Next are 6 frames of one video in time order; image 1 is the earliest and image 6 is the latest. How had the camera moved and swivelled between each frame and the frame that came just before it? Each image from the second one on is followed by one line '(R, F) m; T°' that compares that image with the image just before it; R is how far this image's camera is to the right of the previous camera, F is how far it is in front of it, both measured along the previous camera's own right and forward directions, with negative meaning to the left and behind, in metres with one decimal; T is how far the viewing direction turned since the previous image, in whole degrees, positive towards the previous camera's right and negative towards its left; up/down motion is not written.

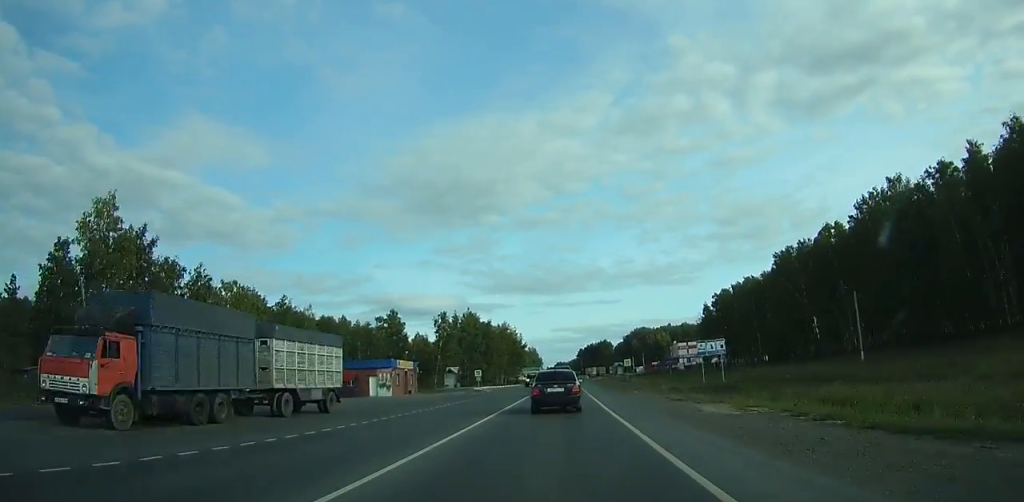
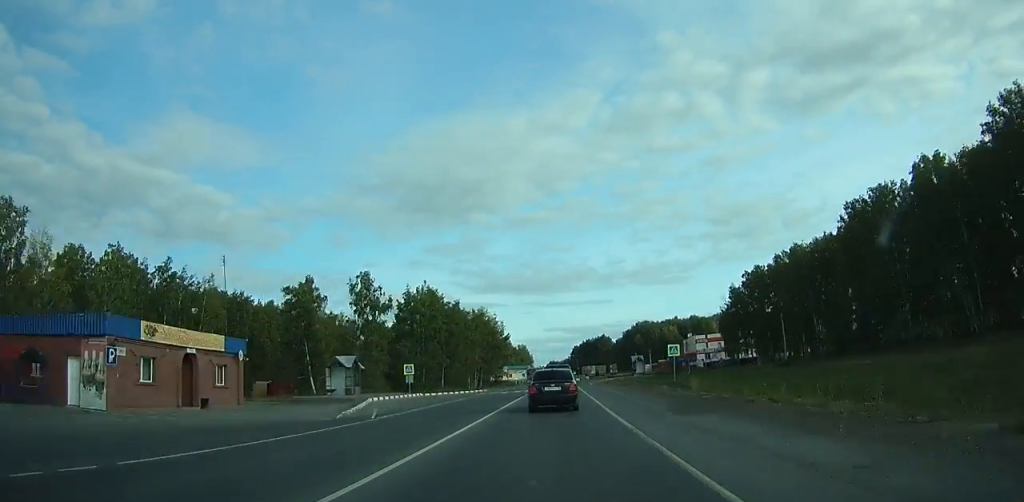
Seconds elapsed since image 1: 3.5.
(-2.5, +41.5) m; -1°
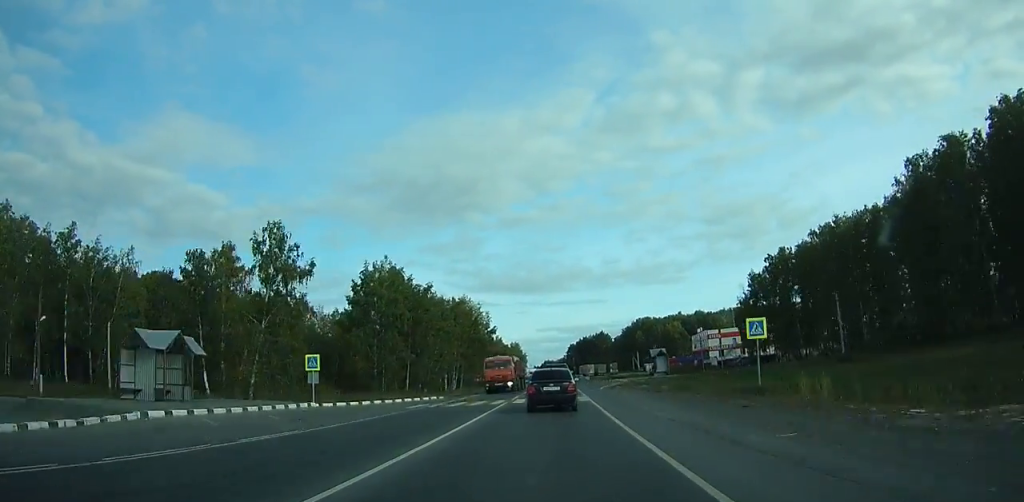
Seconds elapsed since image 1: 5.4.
(+0.5, +21.8) m; +2°
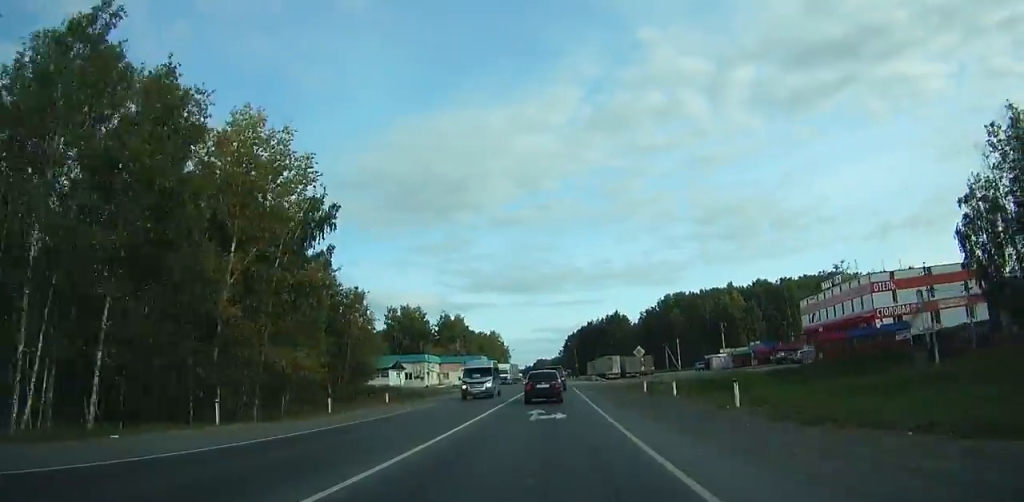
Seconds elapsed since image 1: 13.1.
(+0.5, +92.3) m; +1°
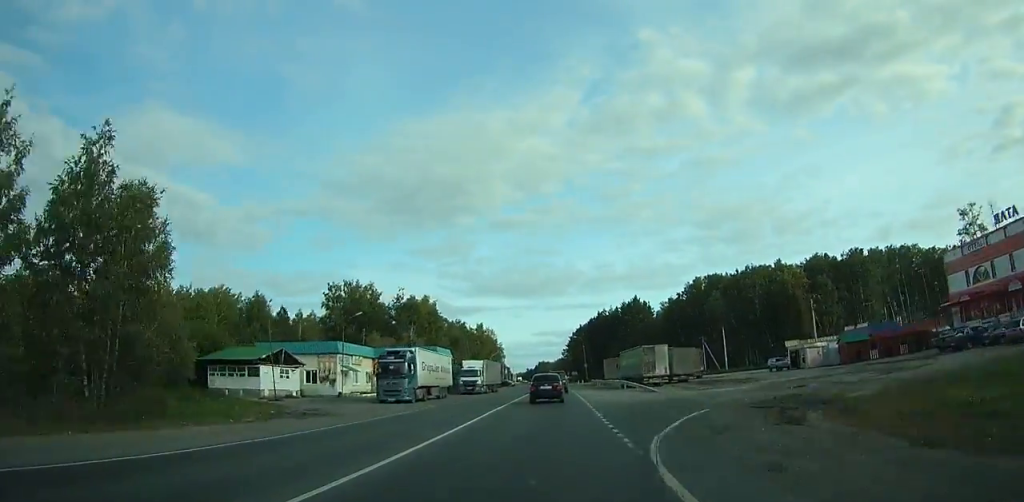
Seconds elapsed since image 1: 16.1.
(+0.3, +41.5) m; 0°
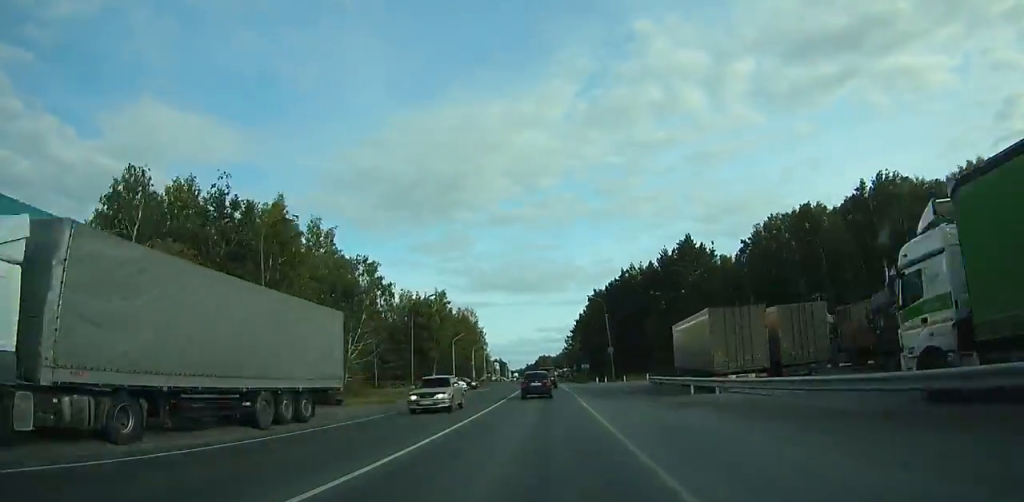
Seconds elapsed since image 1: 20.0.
(+0.1, +59.0) m; -1°
